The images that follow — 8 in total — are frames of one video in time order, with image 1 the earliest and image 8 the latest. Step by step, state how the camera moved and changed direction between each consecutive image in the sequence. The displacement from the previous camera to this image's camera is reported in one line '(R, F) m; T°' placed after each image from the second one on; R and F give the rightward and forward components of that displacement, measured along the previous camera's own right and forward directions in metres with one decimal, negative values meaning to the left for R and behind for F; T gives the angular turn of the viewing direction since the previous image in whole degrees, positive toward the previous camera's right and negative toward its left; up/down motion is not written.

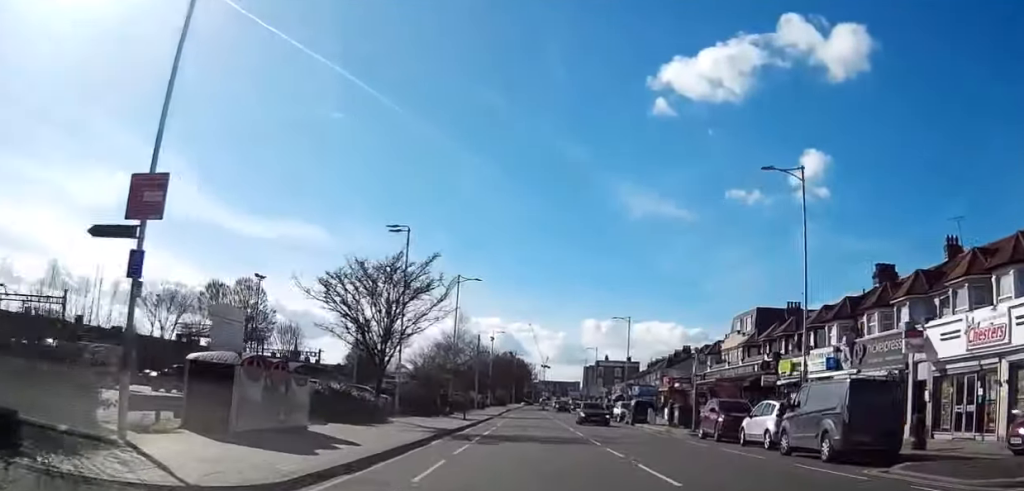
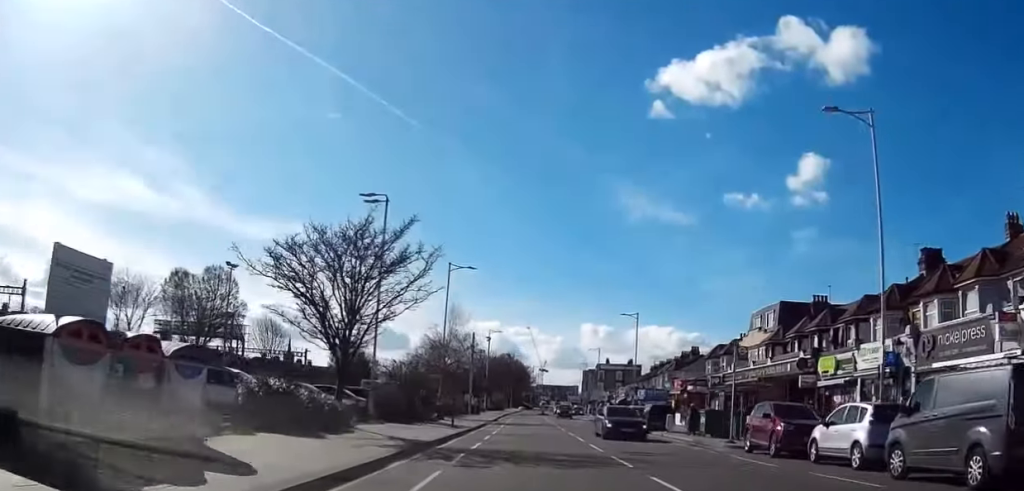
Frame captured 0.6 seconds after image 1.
(0.0, +6.7) m; 0°
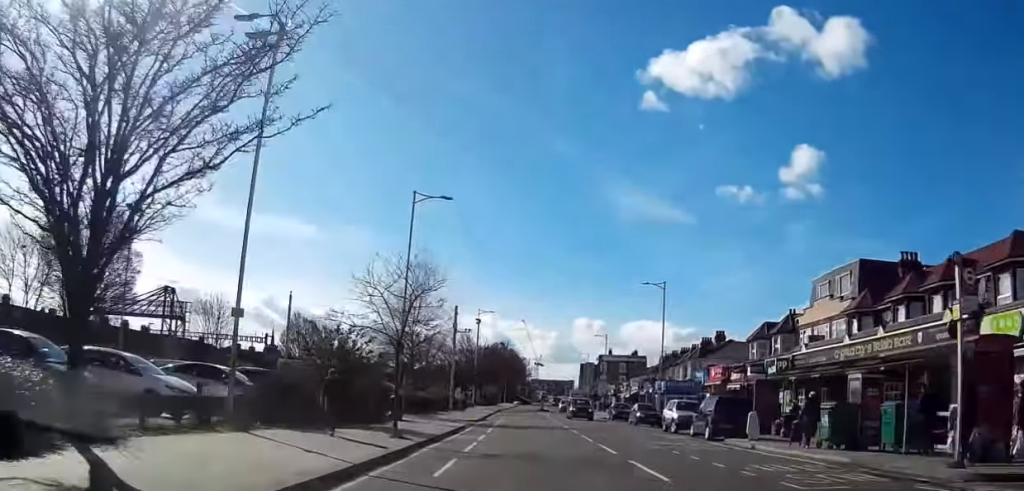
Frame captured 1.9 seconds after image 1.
(-0.1, +16.1) m; 0°
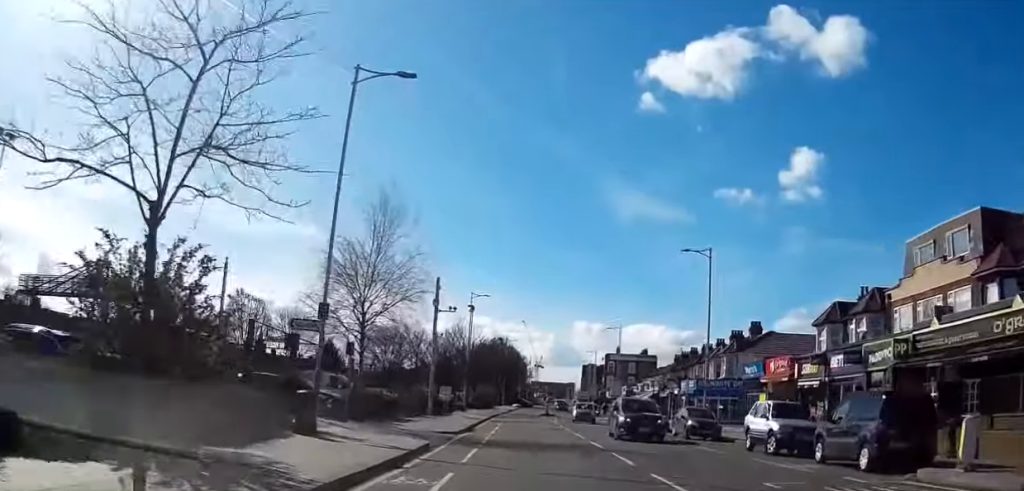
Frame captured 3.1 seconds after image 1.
(0.0, +14.3) m; 0°
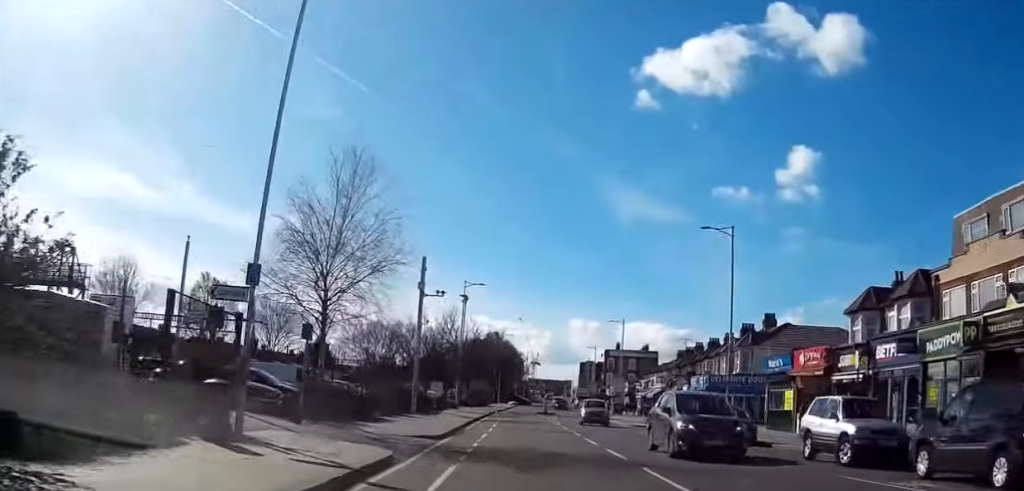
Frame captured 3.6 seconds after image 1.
(0.0, +5.6) m; 0°
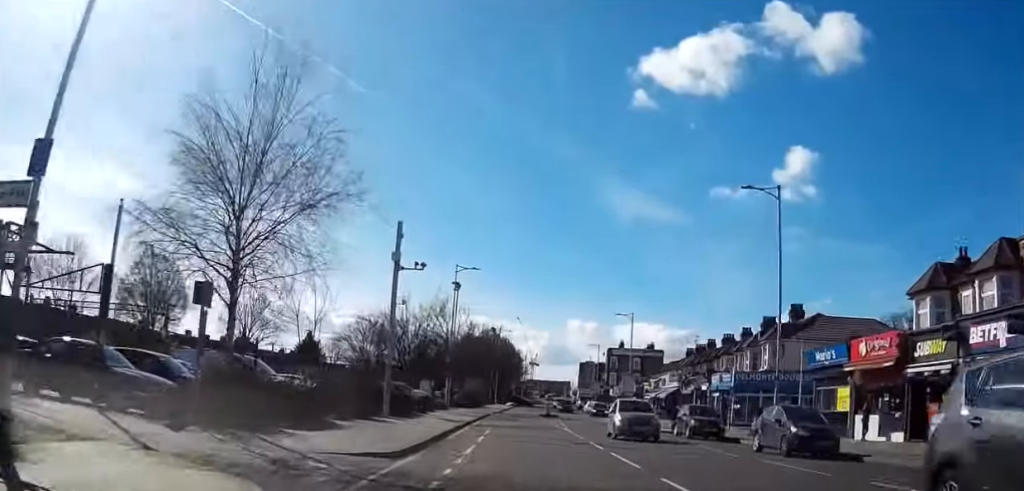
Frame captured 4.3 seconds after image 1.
(-0.1, +7.9) m; 0°
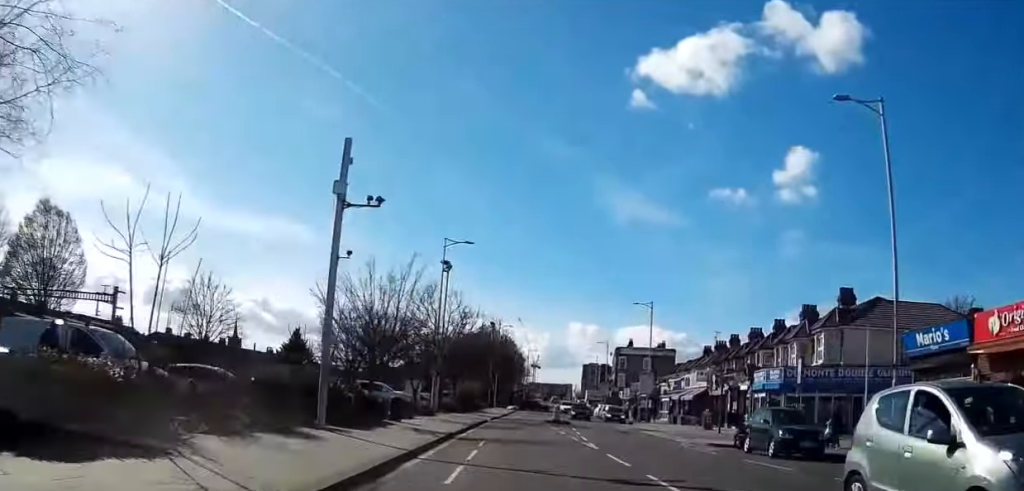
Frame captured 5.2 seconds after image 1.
(+0.1, +10.5) m; 0°
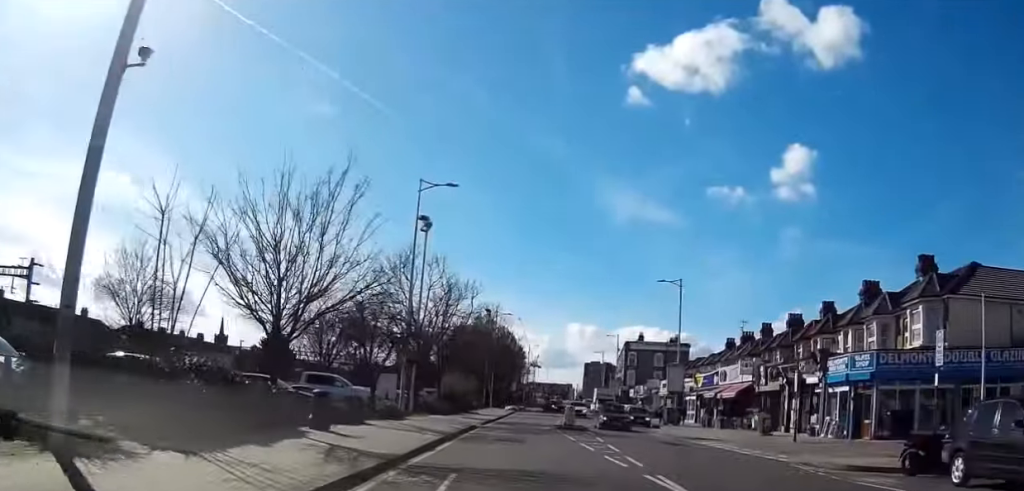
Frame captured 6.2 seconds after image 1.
(-0.1, +12.4) m; 0°
